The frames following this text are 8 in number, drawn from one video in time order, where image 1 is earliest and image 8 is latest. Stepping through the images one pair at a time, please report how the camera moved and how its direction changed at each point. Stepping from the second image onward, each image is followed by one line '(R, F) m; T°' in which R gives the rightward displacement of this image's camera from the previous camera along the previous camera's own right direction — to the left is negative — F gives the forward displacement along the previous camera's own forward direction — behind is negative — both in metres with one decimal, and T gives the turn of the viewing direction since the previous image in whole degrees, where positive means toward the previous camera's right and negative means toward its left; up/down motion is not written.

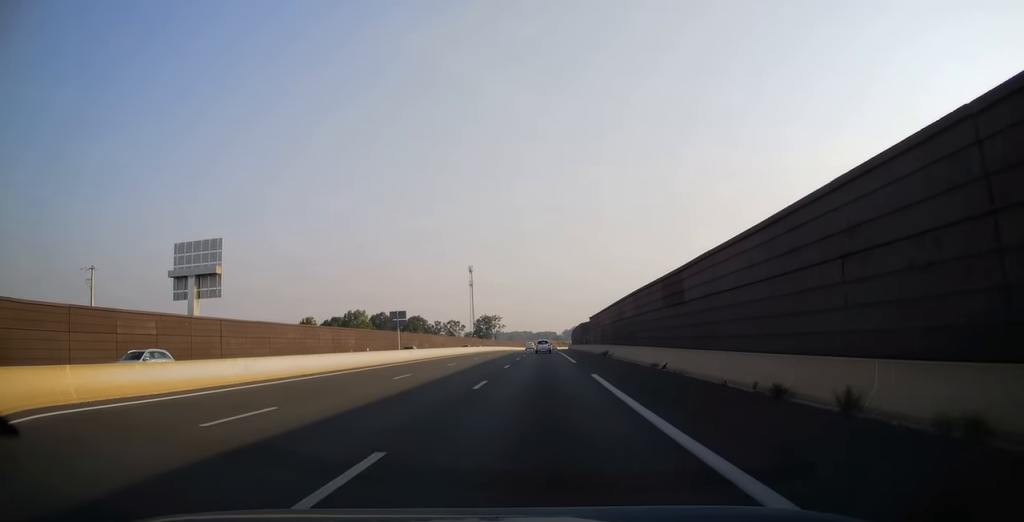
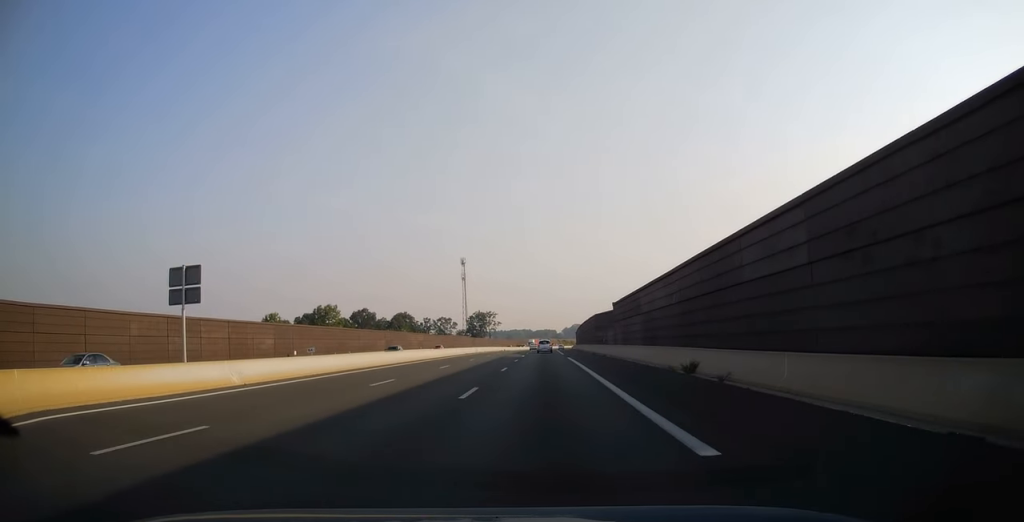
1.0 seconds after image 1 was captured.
(+0.1, +28.4) m; 0°
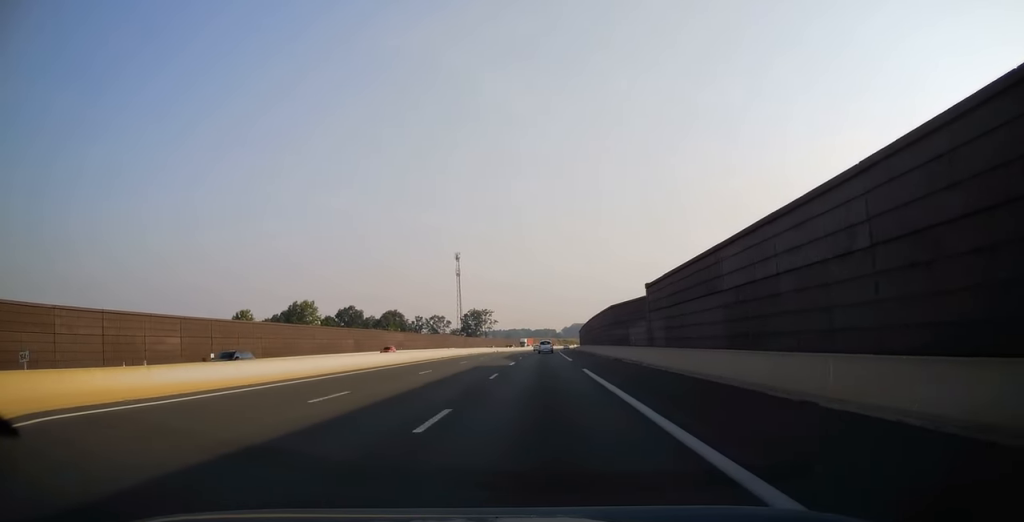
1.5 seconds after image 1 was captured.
(0.0, +17.9) m; 0°
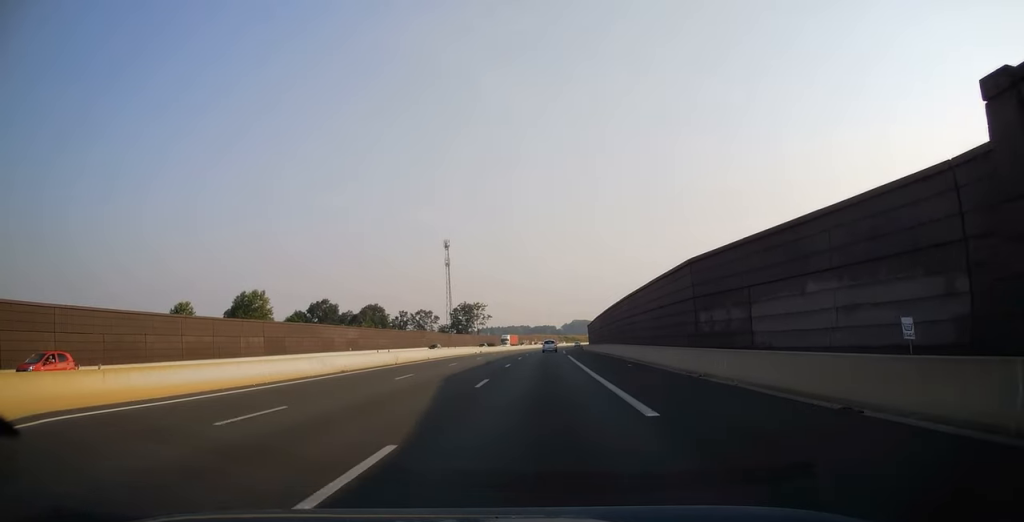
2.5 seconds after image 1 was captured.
(0.0, +29.9) m; 0°
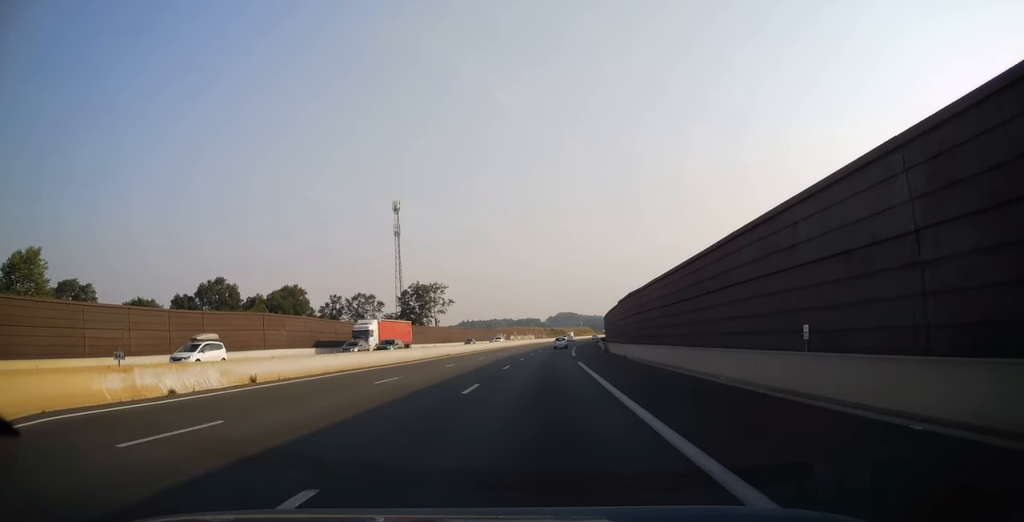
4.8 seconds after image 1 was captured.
(+0.6, +66.4) m; +2°
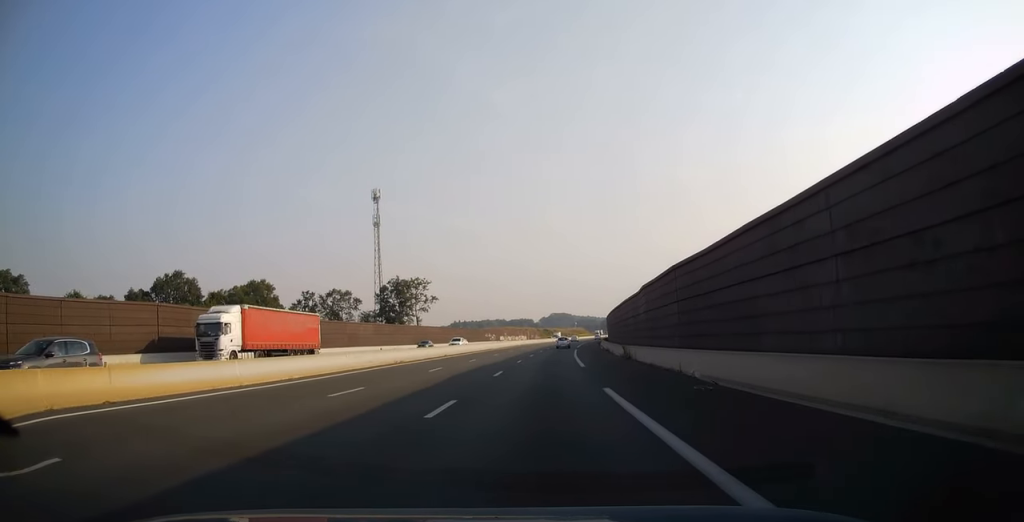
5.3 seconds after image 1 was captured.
(0.0, +17.0) m; +1°
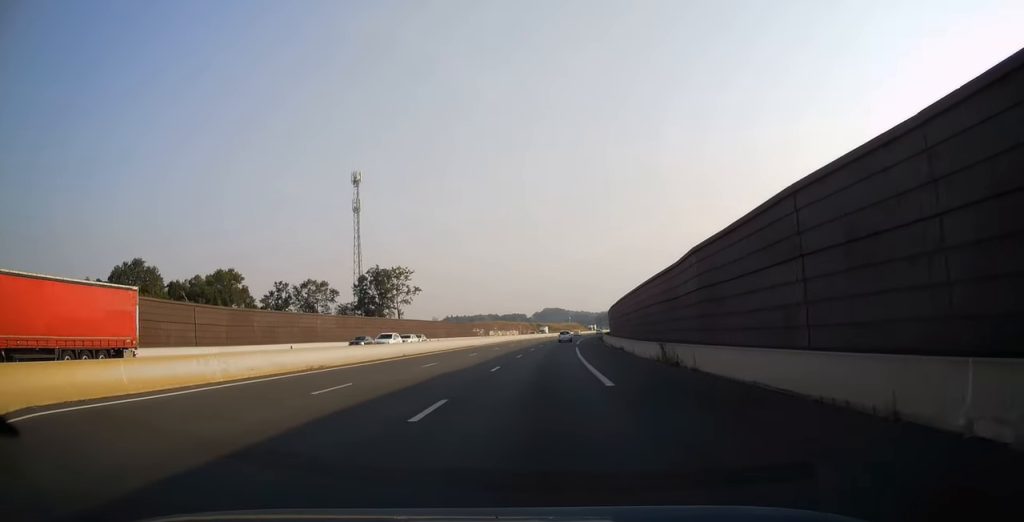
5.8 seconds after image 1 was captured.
(+0.2, +14.0) m; +1°
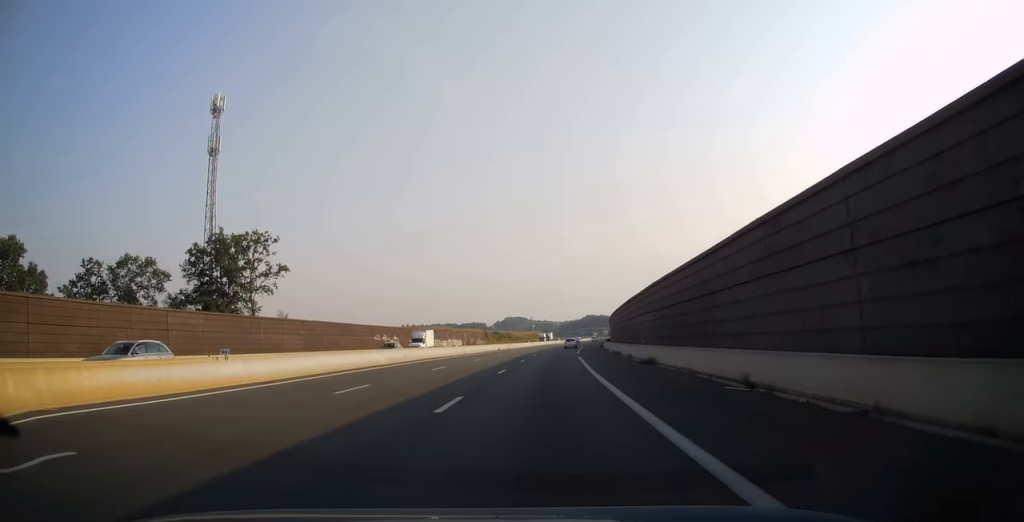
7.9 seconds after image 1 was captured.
(+1.8, +62.3) m; +4°
